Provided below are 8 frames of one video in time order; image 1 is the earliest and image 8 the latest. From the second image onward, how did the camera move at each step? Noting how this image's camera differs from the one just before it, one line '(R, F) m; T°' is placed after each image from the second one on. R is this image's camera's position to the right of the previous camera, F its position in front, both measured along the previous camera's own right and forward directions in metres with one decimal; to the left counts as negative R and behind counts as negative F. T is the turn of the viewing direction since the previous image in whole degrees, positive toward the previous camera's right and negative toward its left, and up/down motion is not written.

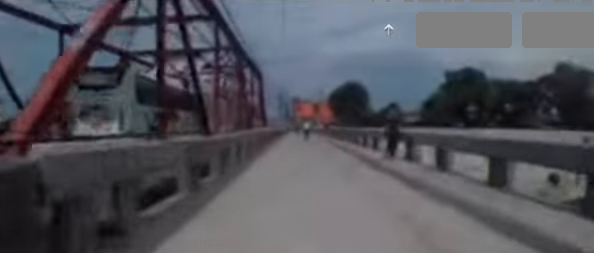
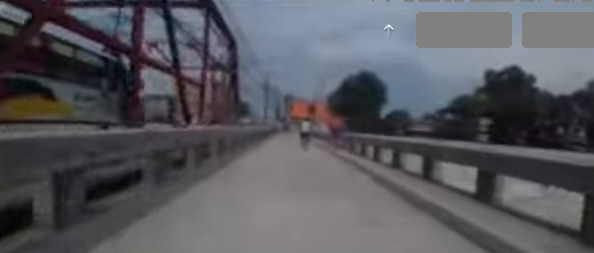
(+0.9, +16.4) m; 0°
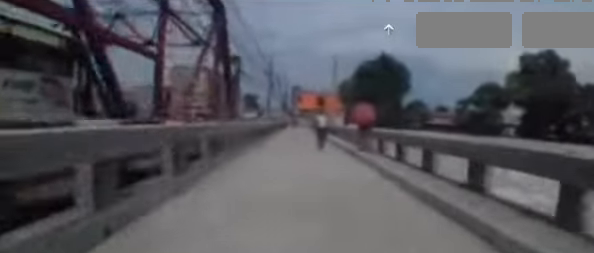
(-0.2, +6.6) m; -1°
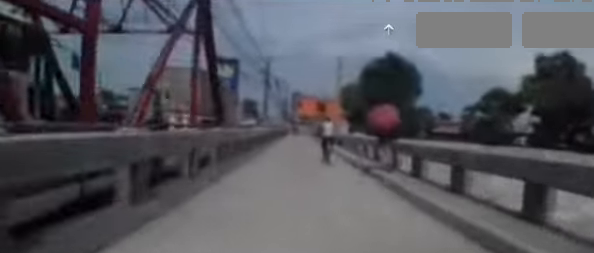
(0.0, +3.9) m; -1°
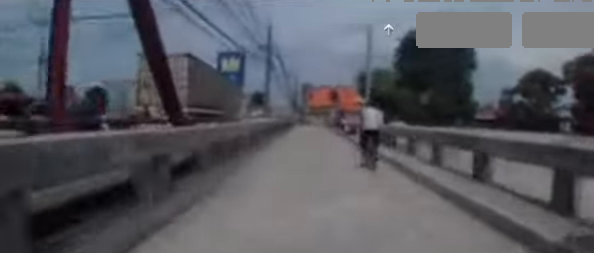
(0.0, +10.0) m; -2°
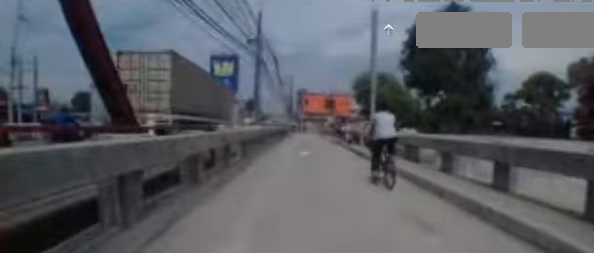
(-0.4, +10.4) m; -3°
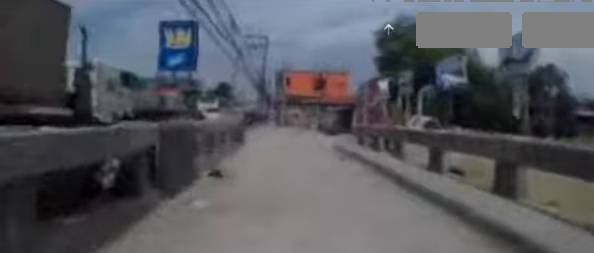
(+0.1, +9.9) m; +1°
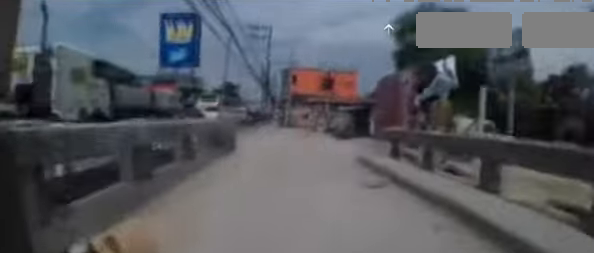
(+0.3, +4.2) m; 0°
